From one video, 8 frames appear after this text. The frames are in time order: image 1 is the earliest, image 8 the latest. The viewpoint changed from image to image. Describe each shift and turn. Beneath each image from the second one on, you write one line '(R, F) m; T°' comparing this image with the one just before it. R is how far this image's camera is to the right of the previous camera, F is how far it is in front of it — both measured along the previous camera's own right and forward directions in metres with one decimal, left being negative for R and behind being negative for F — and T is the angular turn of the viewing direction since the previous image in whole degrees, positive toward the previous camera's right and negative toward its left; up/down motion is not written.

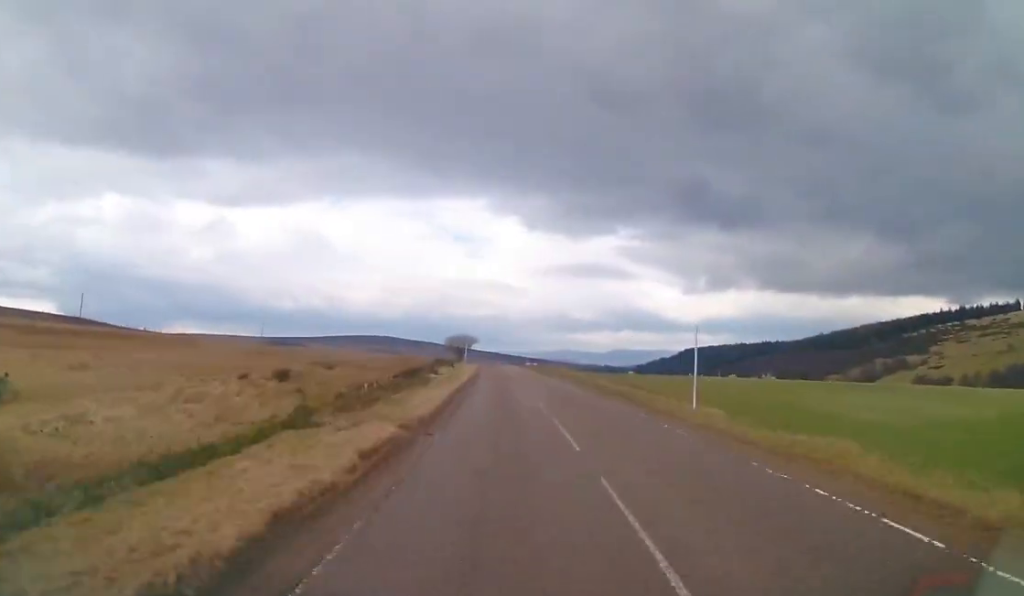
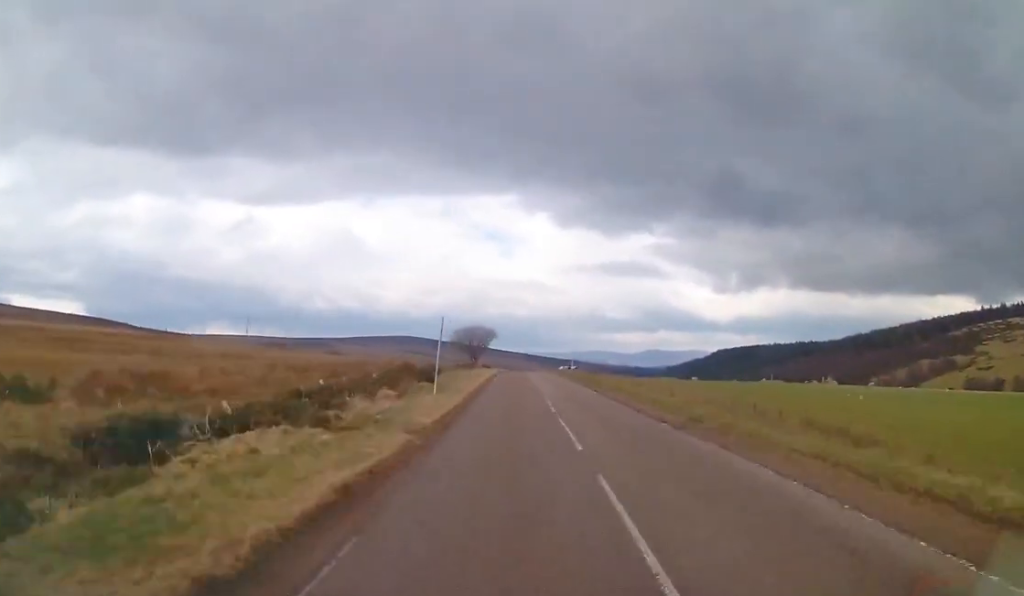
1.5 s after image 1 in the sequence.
(-0.9, +32.8) m; -1°
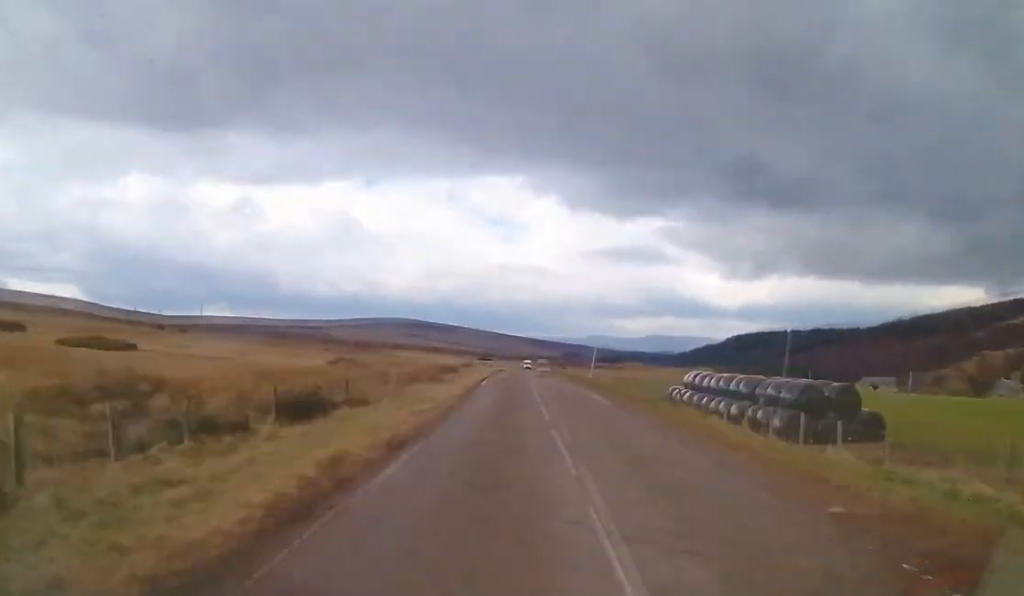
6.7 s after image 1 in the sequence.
(-1.5, +111.8) m; -1°
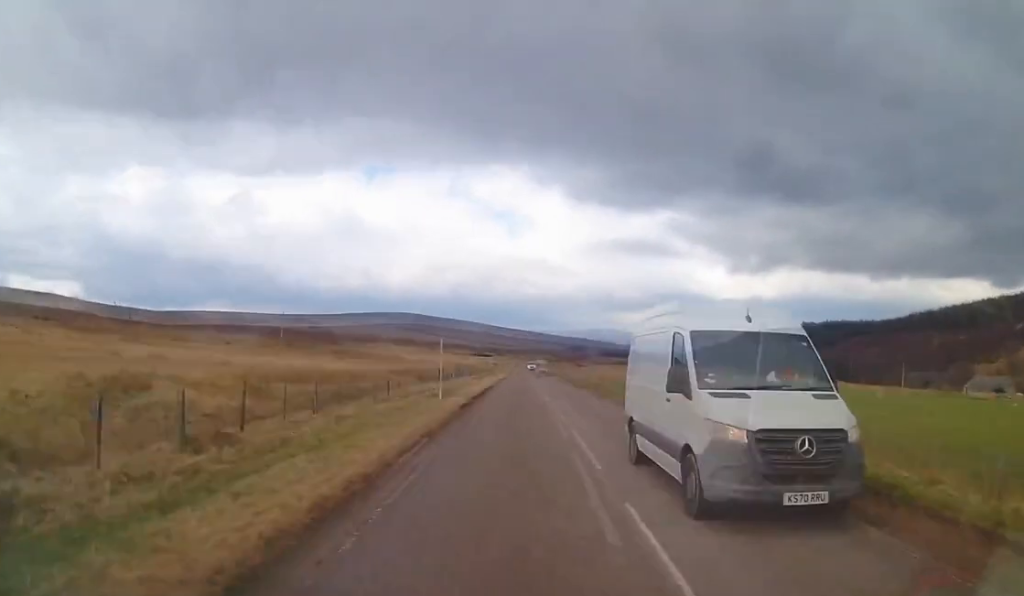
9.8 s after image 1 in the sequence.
(-0.2, +67.3) m; 0°
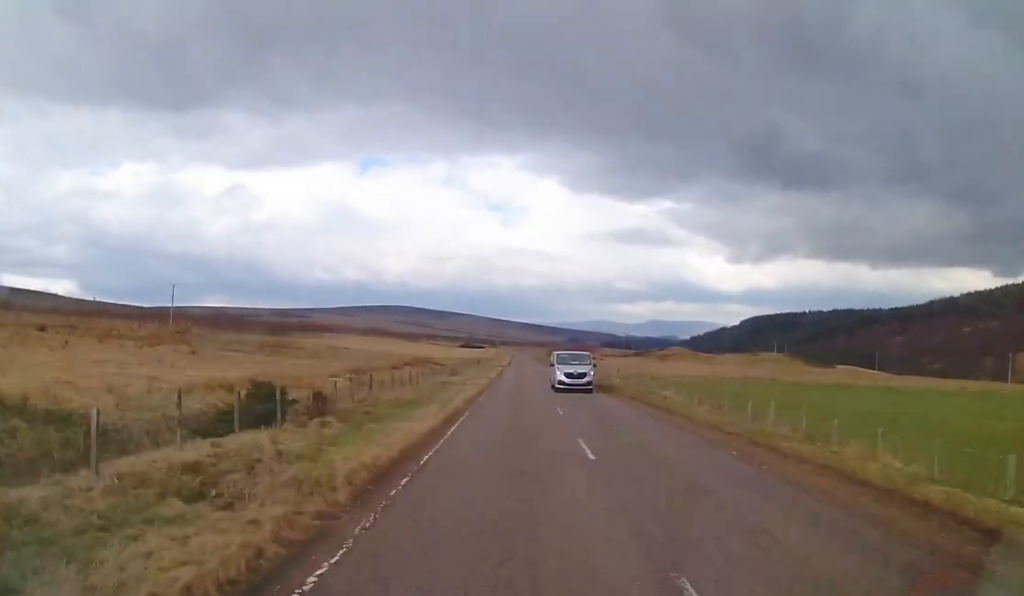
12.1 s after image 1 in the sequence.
(0.0, +50.7) m; 0°
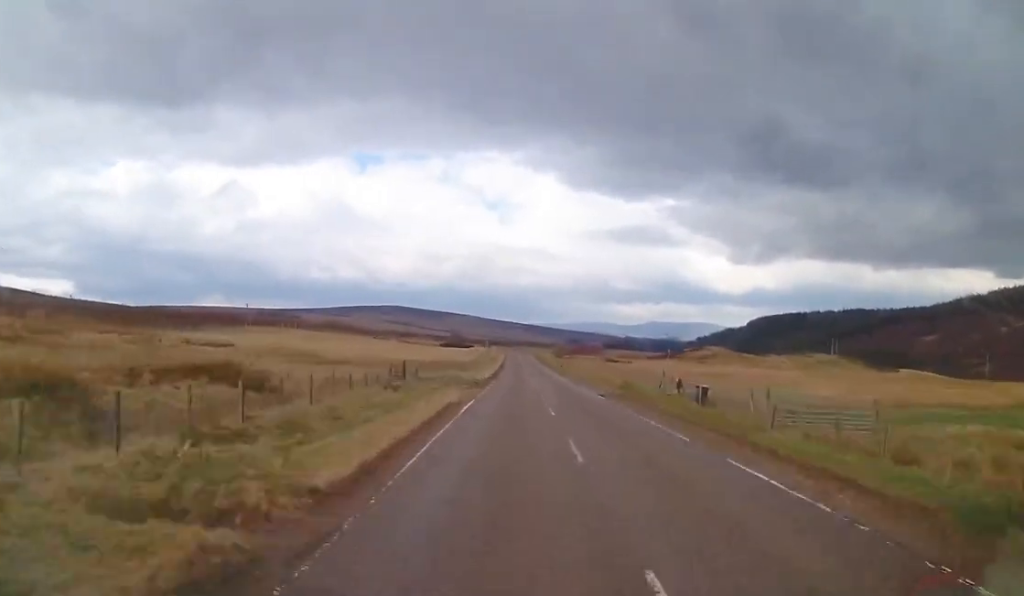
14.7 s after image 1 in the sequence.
(0.0, +56.9) m; 0°
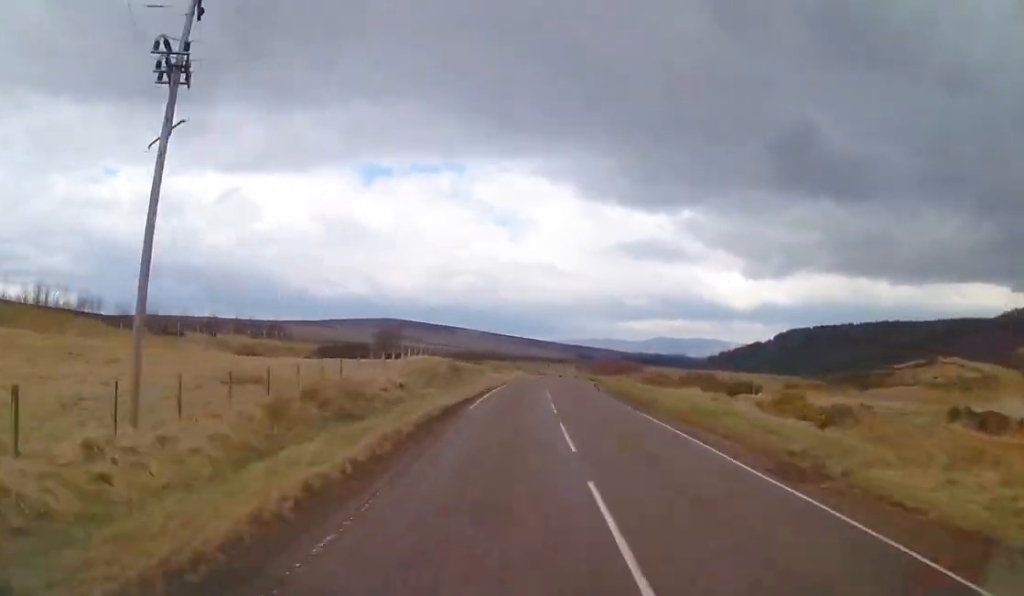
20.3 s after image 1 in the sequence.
(+0.8, +126.8) m; +5°
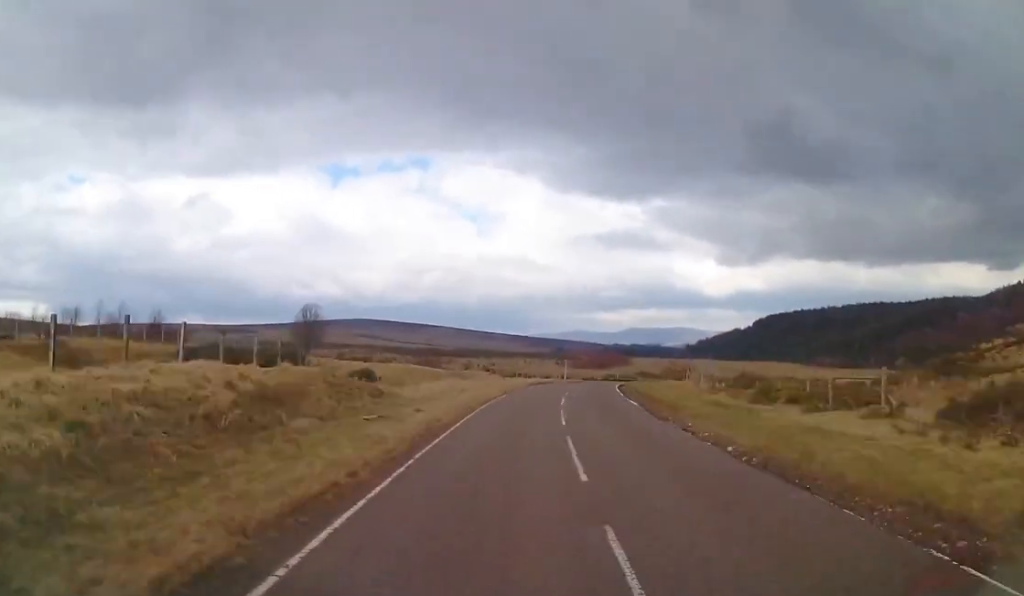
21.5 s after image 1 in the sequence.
(-0.1, +27.2) m; +3°
